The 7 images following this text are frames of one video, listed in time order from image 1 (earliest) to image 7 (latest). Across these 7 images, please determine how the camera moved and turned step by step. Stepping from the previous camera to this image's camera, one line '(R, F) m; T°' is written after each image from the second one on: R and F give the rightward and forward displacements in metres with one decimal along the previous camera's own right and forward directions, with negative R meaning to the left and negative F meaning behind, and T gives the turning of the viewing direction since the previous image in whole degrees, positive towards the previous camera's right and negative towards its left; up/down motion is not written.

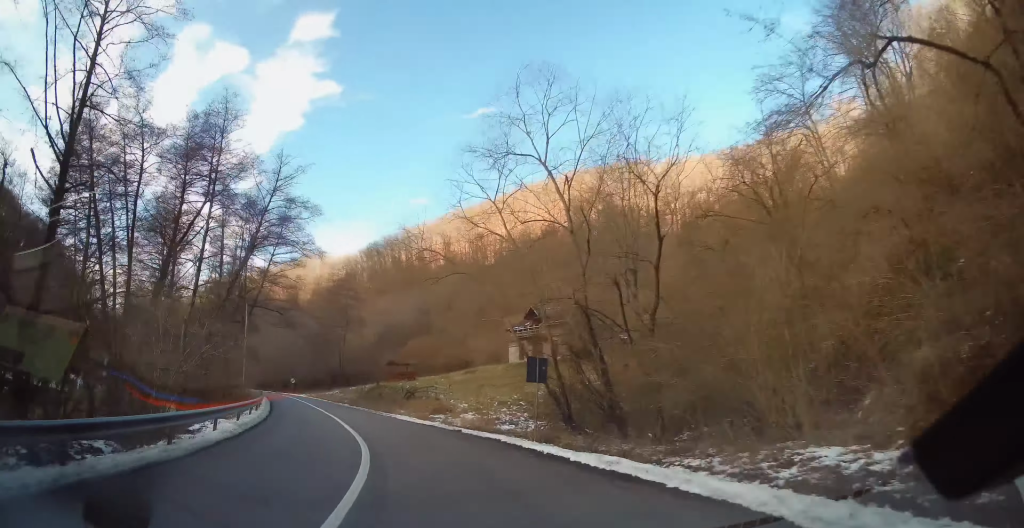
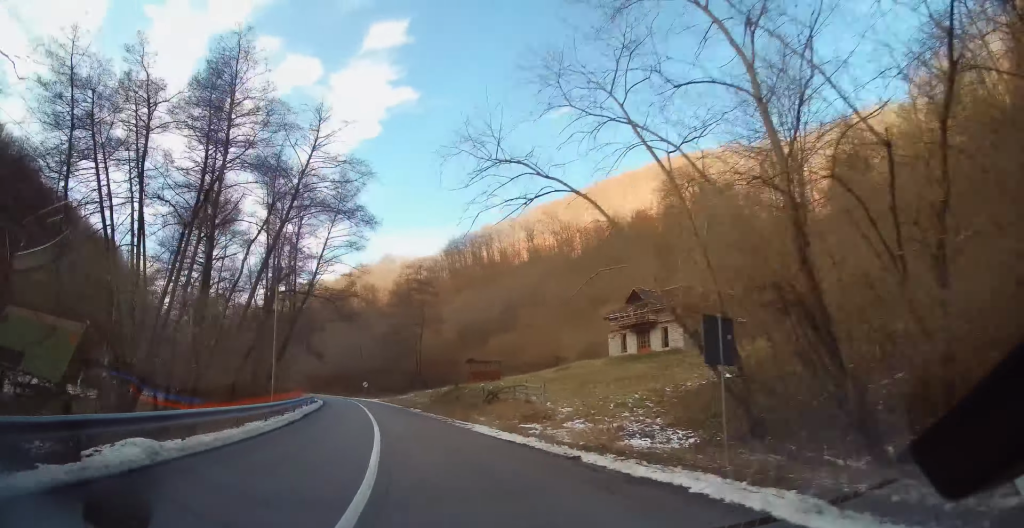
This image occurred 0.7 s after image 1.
(-1.3, +9.2) m; -8°
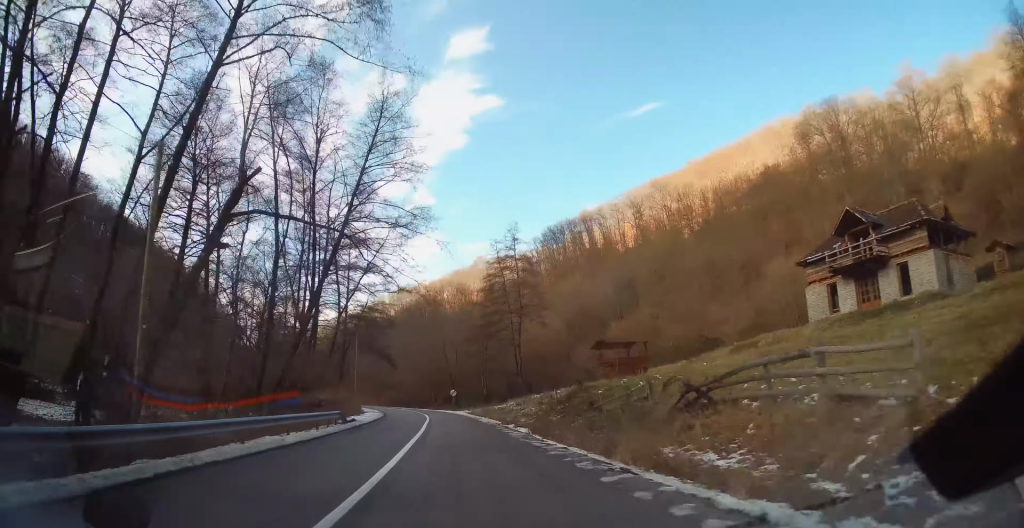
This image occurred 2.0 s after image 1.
(-1.9, +19.0) m; -9°
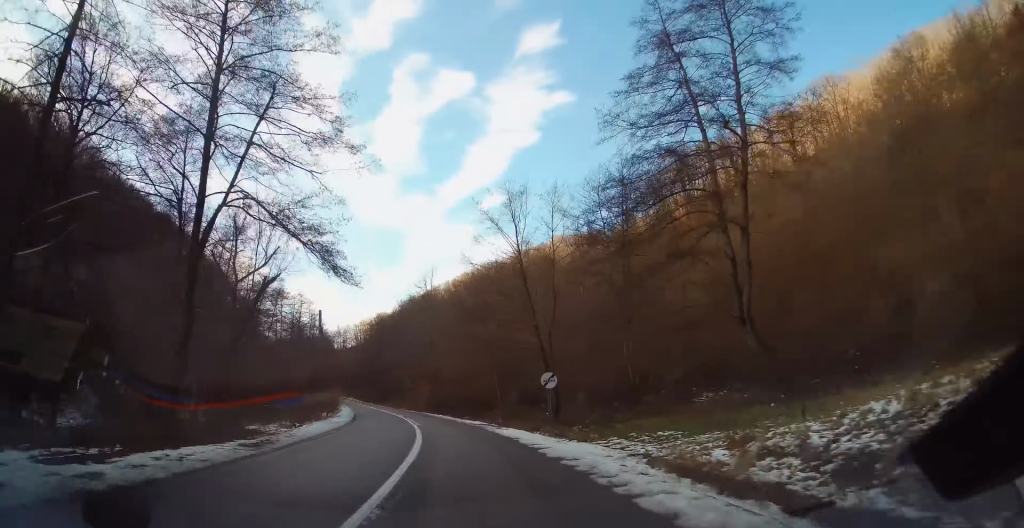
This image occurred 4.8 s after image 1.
(-4.3, +45.4) m; -12°
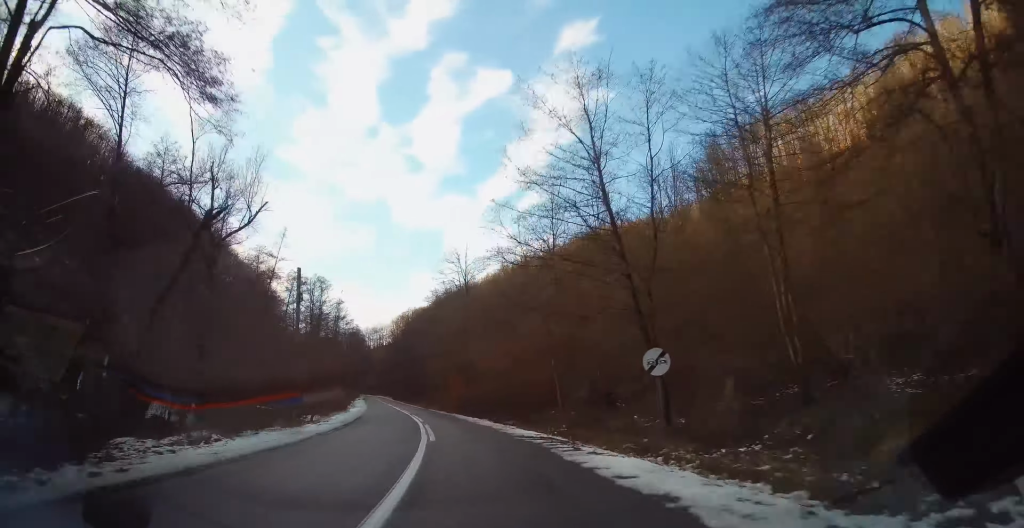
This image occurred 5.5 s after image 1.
(-0.7, +11.8) m; -3°
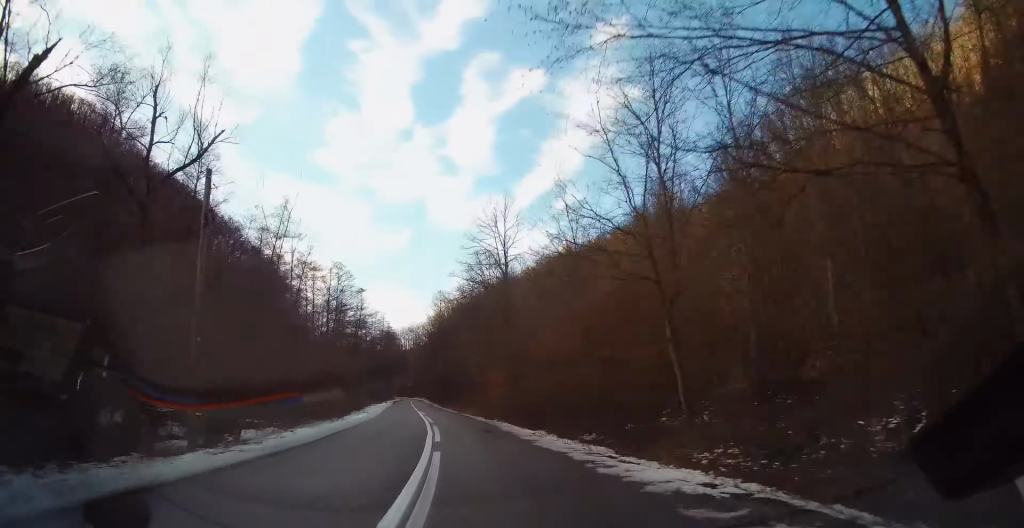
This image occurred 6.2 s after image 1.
(-0.4, +12.2) m; -3°
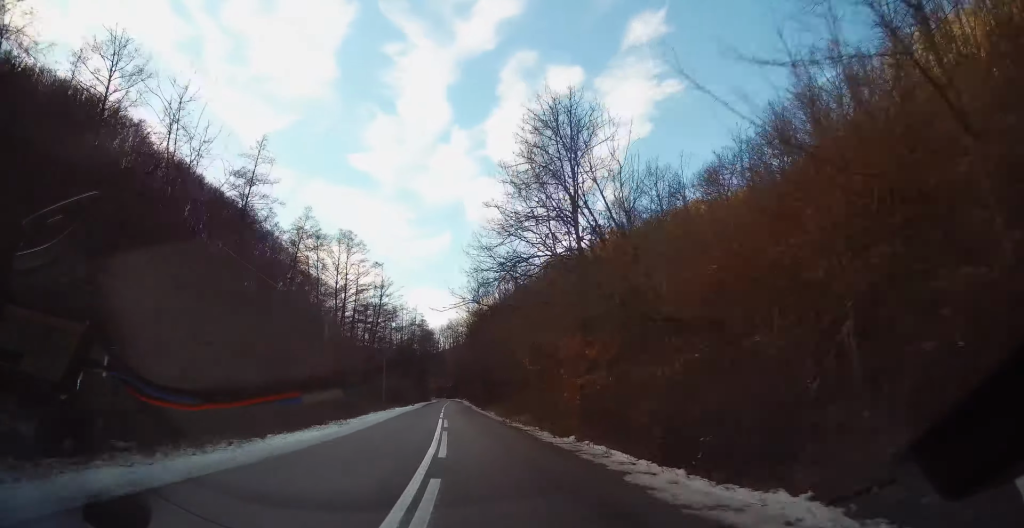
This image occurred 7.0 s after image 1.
(-0.1, +16.5) m; -3°
